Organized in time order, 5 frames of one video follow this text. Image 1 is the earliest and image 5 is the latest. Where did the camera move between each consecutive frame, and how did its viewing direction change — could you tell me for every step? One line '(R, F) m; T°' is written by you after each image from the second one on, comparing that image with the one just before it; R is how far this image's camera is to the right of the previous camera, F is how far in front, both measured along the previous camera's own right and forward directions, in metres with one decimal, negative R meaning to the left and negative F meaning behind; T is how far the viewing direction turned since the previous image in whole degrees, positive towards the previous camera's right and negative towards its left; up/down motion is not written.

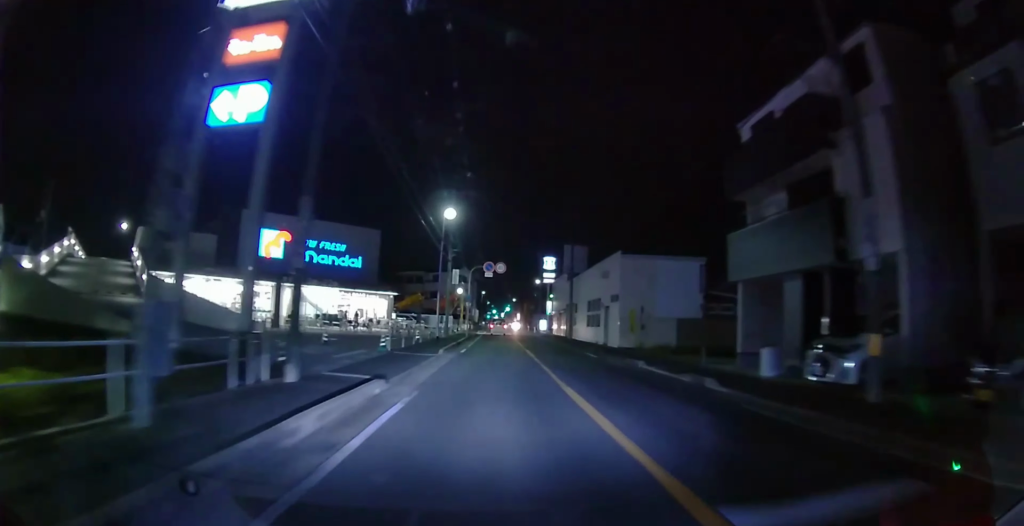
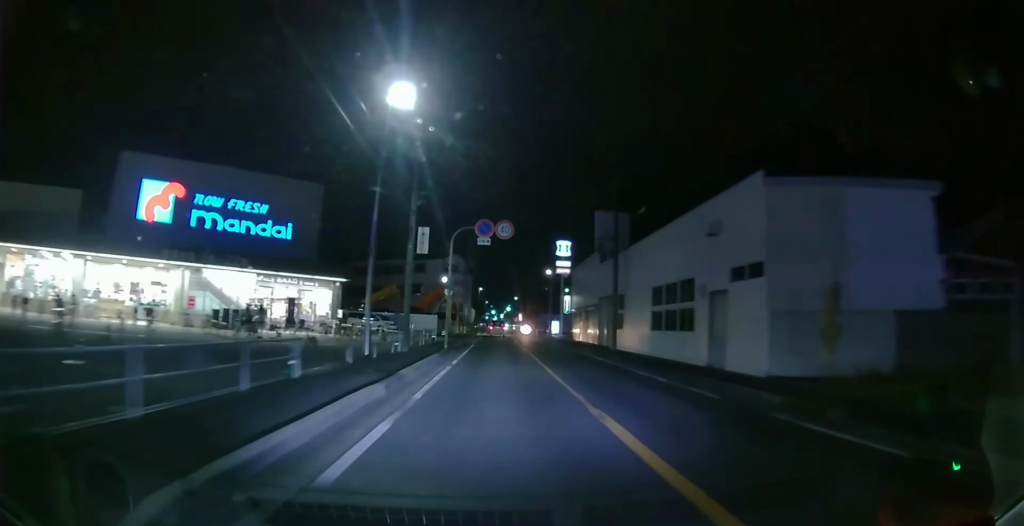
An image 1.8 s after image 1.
(+0.1, +18.3) m; 0°
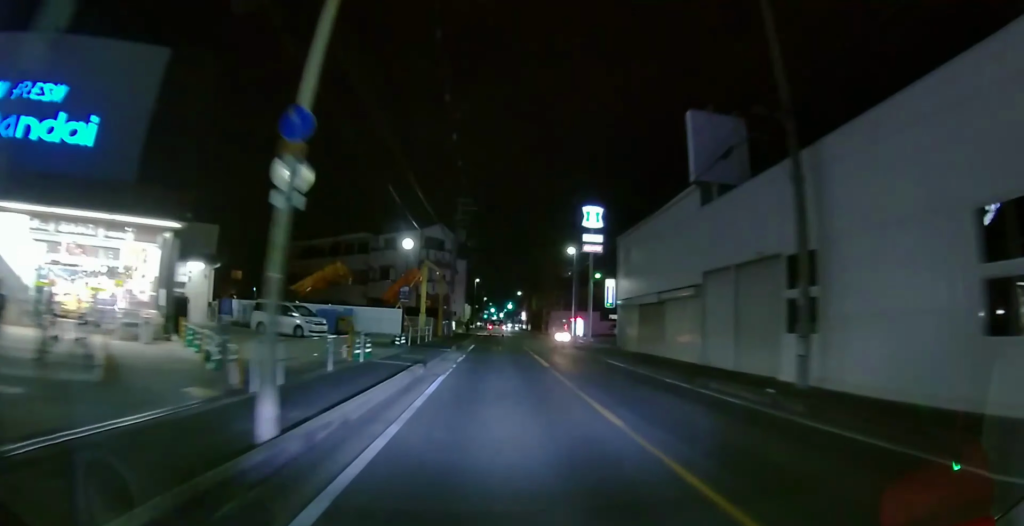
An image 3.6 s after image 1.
(+0.2, +20.0) m; +1°
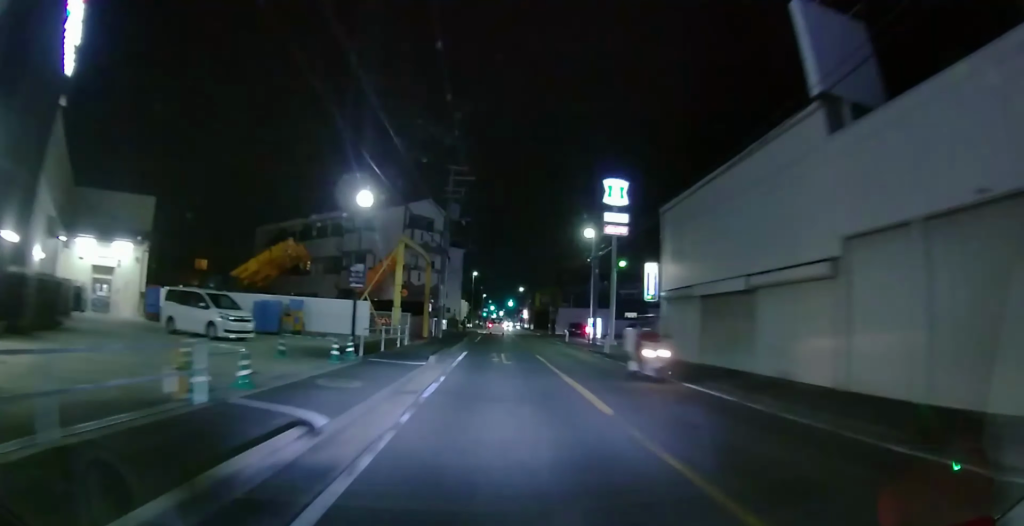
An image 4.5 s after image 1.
(0.0, +9.0) m; -1°
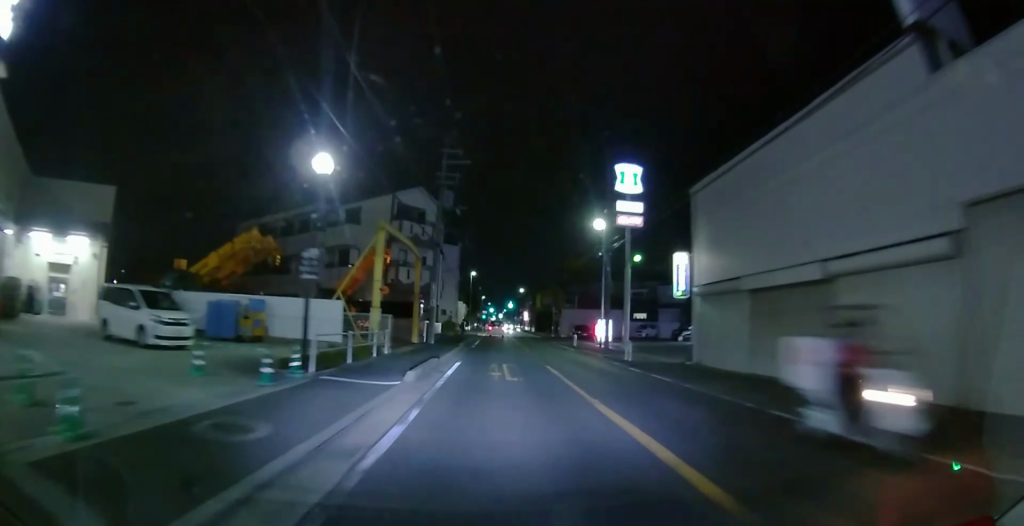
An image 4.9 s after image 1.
(0.0, +4.3) m; -1°
